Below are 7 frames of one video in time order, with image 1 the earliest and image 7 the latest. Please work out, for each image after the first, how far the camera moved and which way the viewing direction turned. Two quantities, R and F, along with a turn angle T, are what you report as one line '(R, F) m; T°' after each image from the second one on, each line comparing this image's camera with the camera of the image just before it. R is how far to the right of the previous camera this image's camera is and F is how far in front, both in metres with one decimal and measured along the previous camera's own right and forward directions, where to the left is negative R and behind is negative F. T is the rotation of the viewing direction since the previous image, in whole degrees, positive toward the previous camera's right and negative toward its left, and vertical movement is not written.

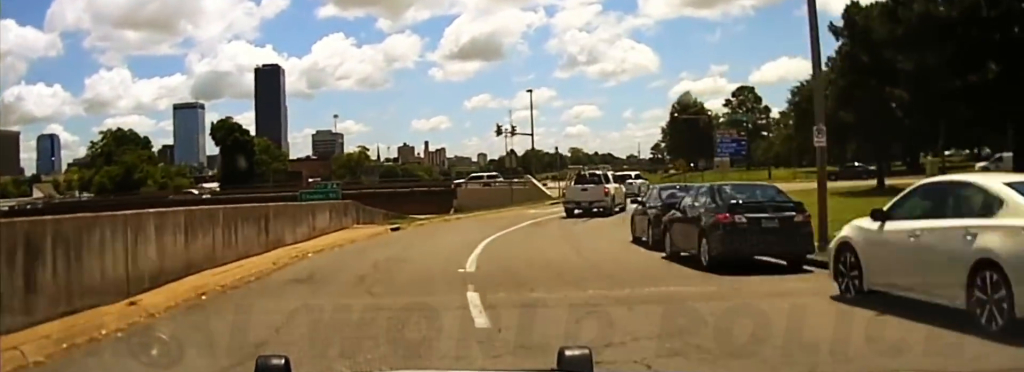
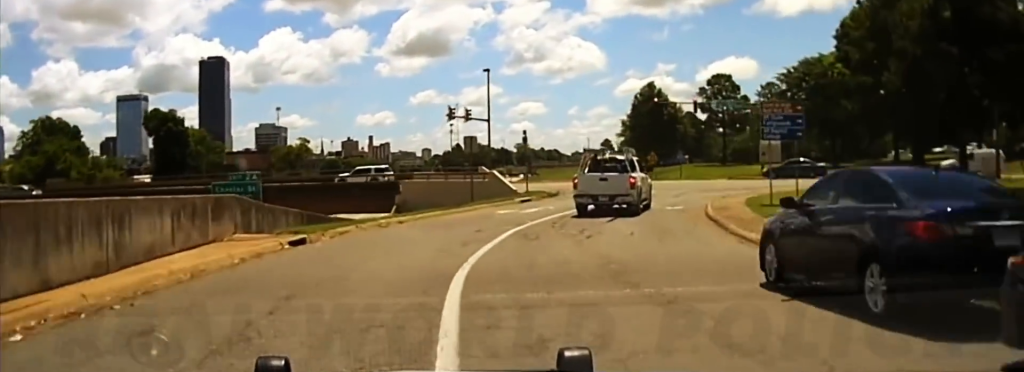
(-0.5, +13.6) m; +3°
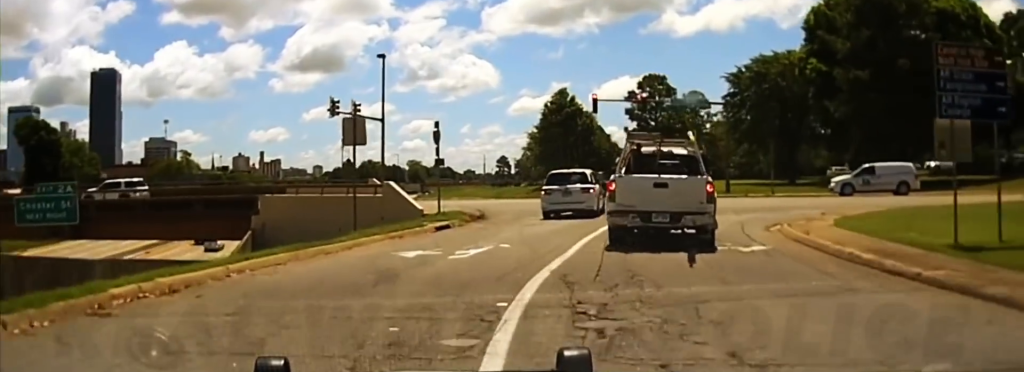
(+1.9, +17.4) m; +8°
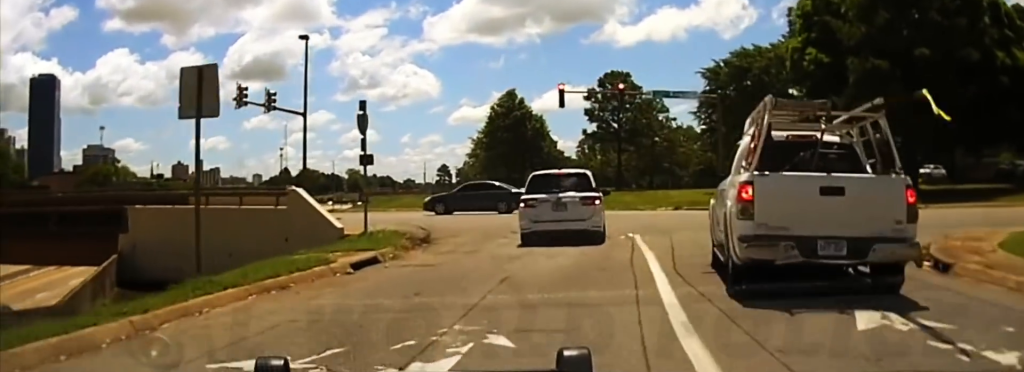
(+0.8, +11.7) m; +4°
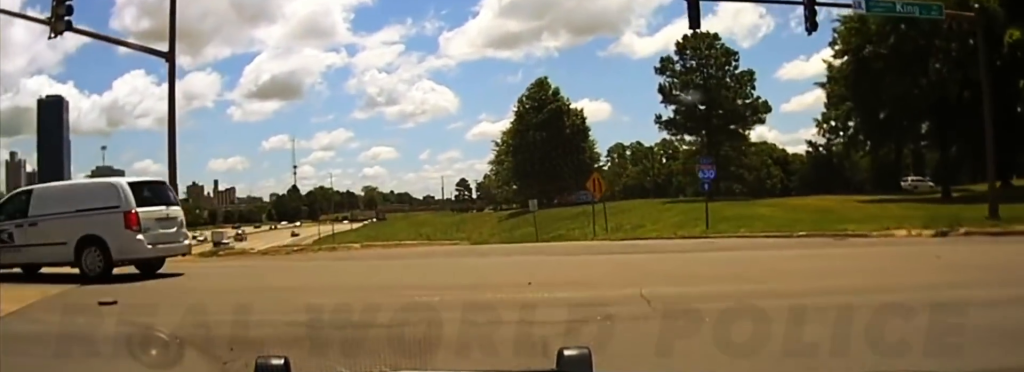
(-1.5, +29.5) m; -28°
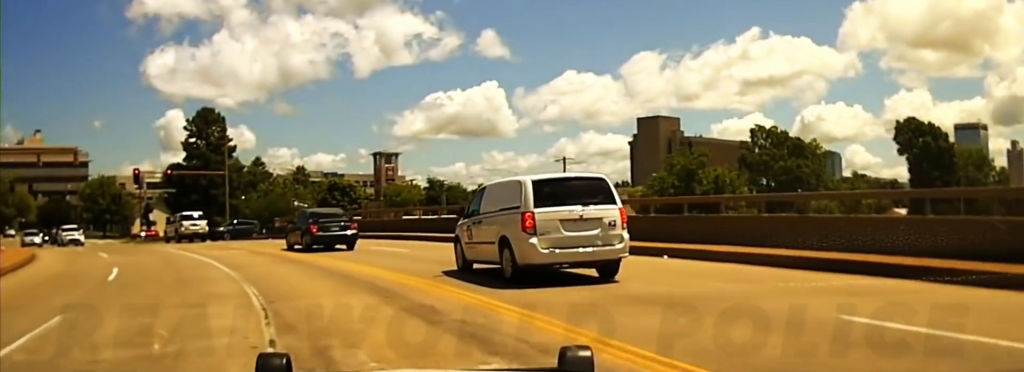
(-5.9, +14.1) m; -39°
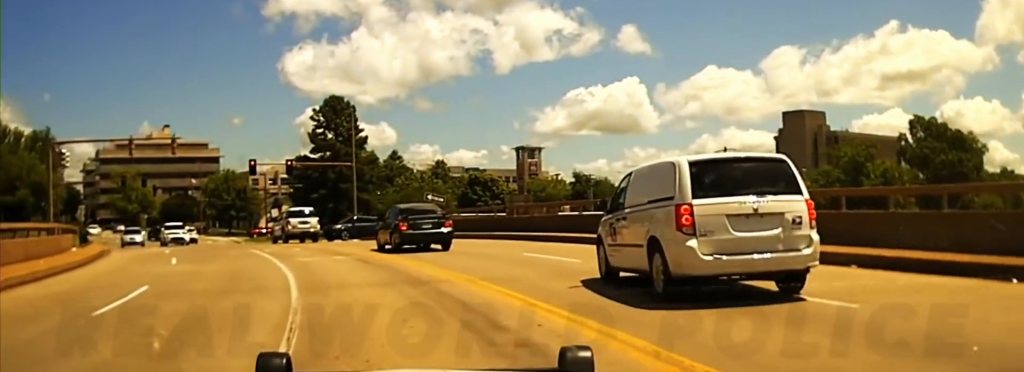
(-0.5, +6.3) m; -9°
